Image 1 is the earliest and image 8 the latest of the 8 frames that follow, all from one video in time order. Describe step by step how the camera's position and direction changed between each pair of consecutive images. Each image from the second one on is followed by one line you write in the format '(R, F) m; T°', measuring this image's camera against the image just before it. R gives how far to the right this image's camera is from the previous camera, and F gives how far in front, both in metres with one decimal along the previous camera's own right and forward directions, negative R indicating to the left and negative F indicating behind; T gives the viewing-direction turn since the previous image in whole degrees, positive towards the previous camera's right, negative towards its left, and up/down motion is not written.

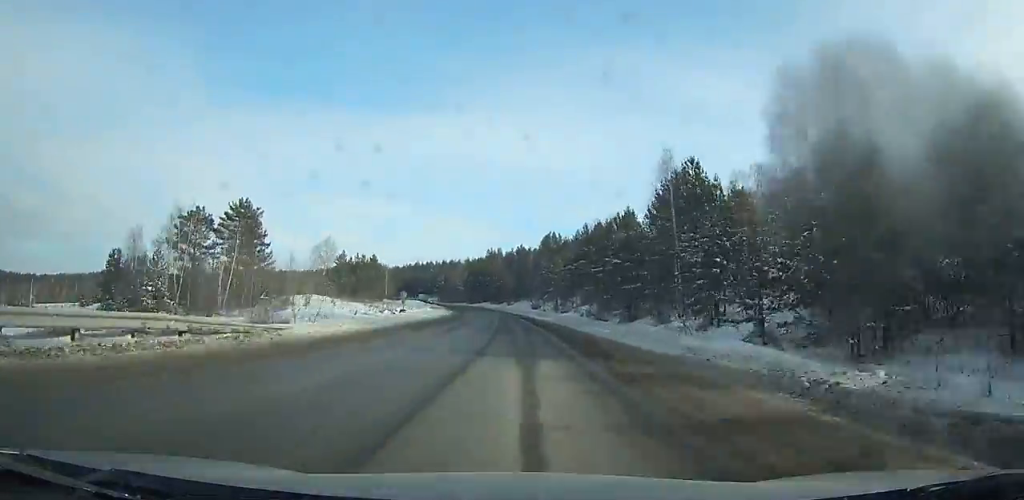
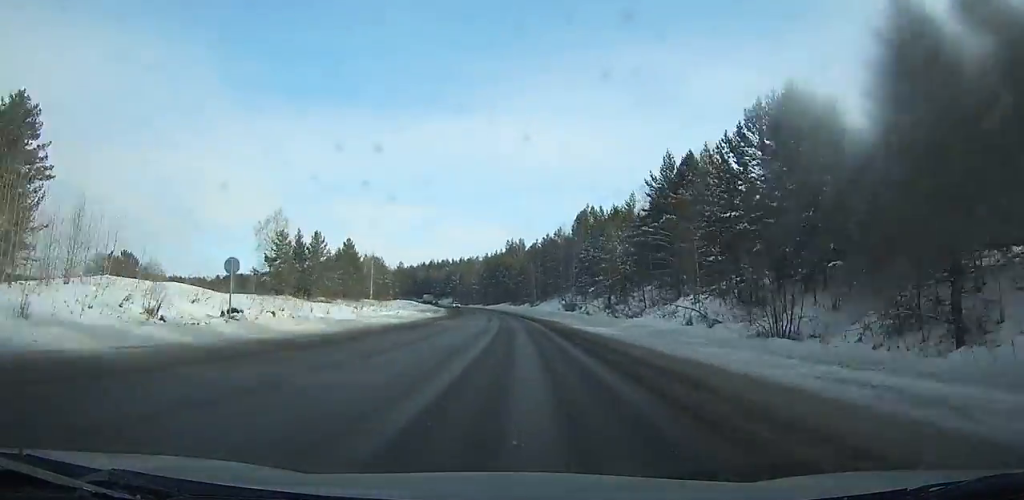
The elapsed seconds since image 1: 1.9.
(-0.7, +43.4) m; -2°
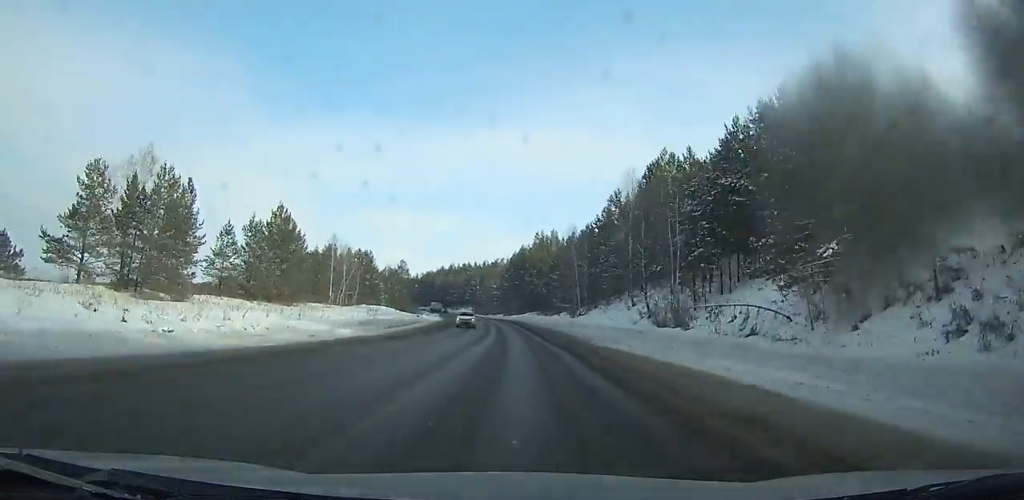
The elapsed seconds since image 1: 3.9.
(-0.4, +45.5) m; -3°
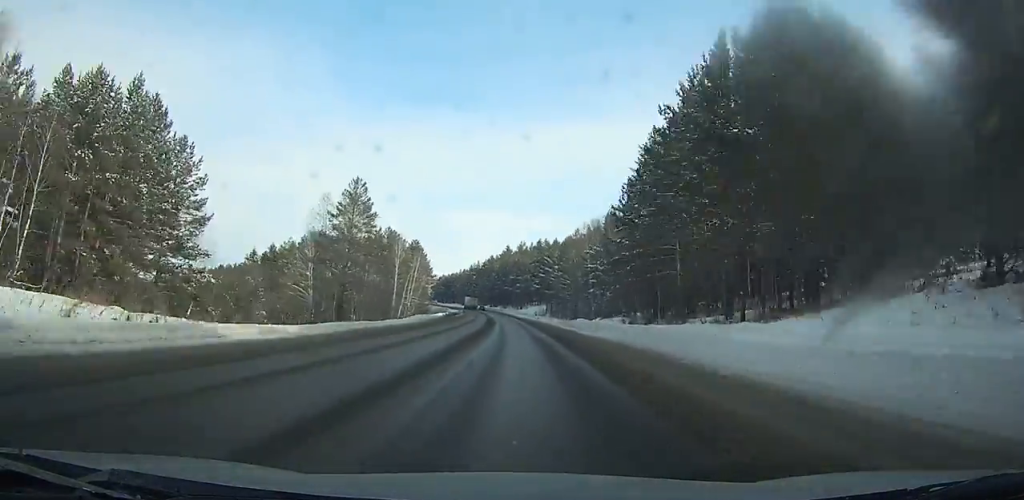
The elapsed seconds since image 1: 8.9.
(-7.9, +109.4) m; -8°
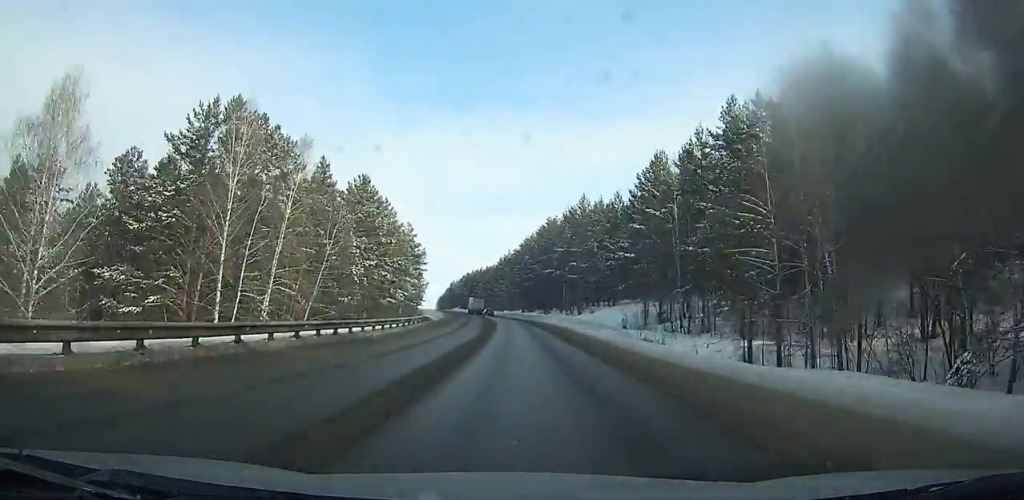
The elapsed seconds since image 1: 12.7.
(-3.7, +77.5) m; -7°
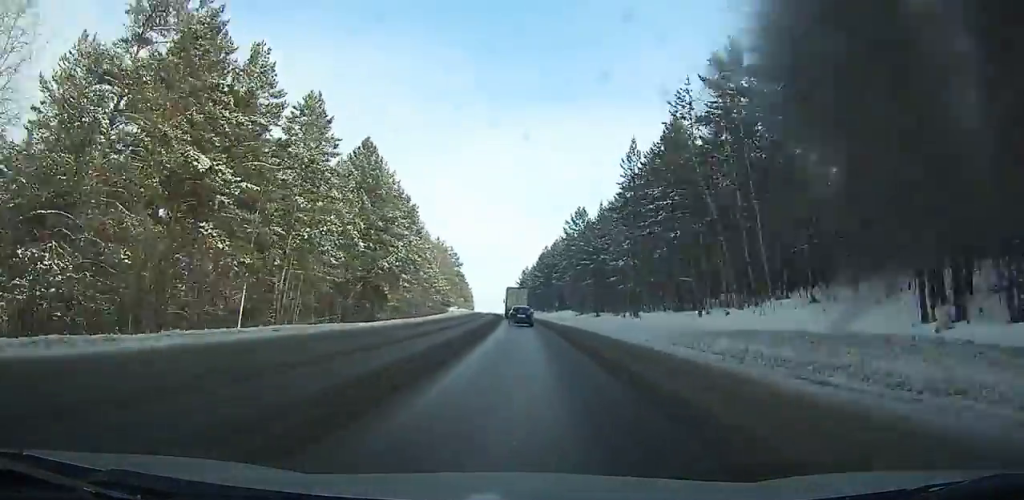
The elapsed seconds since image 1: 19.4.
(-7.0, +112.9) m; -4°
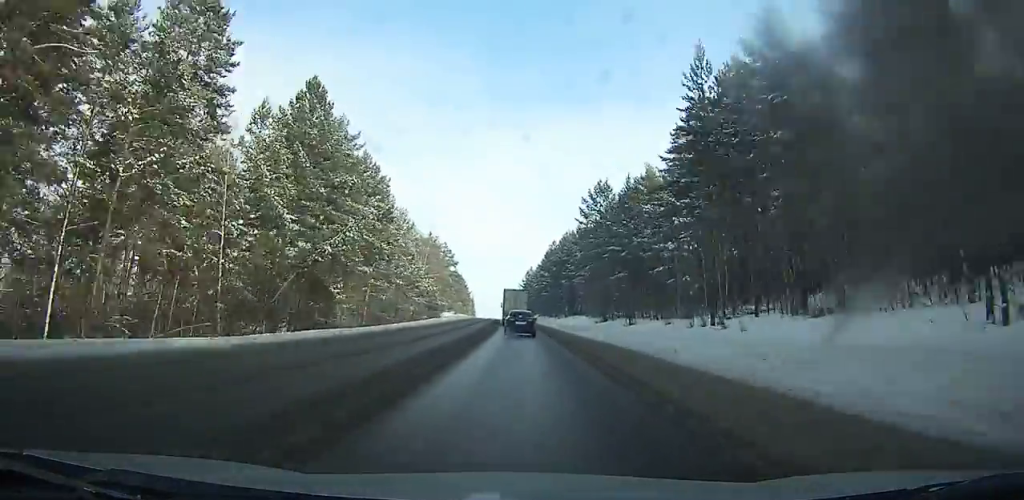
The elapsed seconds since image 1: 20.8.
(+0.1, +19.3) m; -1°
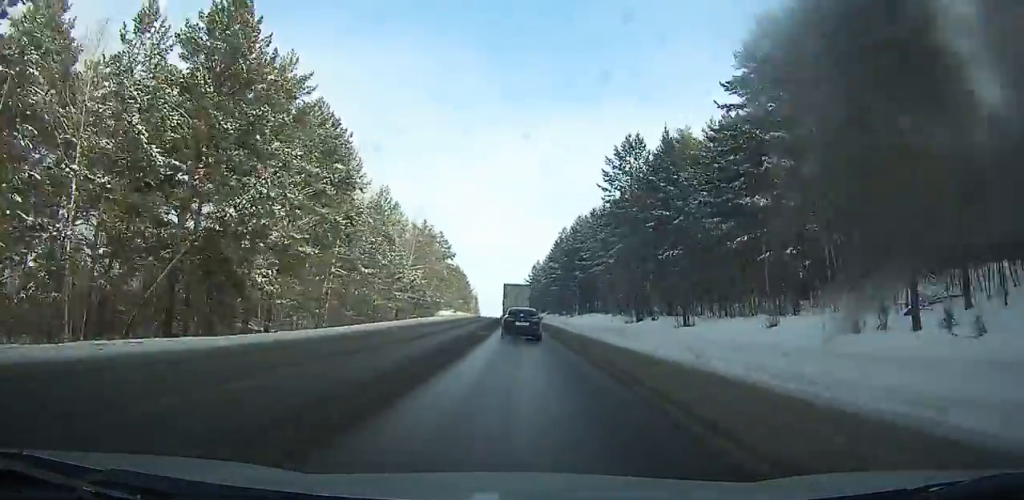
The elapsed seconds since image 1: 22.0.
(+0.3, +16.1) m; -1°
